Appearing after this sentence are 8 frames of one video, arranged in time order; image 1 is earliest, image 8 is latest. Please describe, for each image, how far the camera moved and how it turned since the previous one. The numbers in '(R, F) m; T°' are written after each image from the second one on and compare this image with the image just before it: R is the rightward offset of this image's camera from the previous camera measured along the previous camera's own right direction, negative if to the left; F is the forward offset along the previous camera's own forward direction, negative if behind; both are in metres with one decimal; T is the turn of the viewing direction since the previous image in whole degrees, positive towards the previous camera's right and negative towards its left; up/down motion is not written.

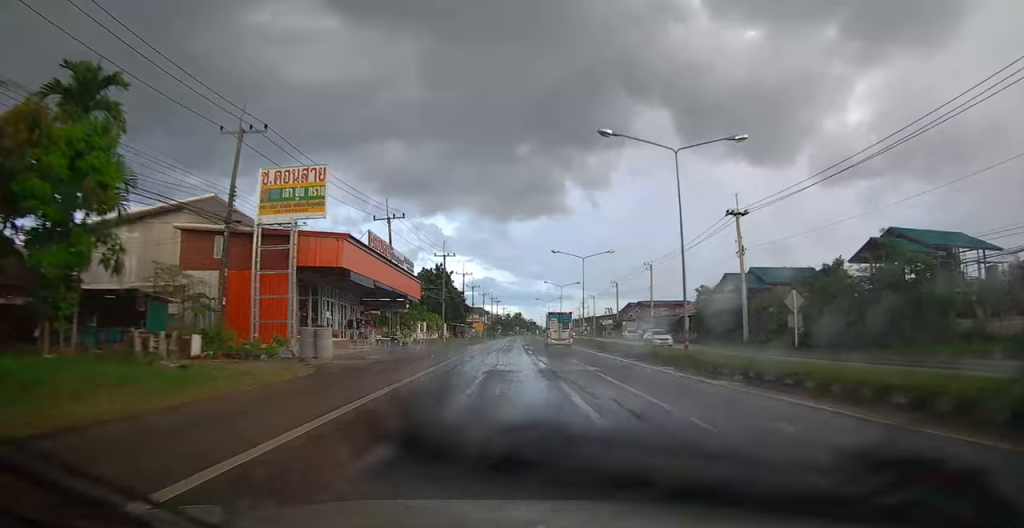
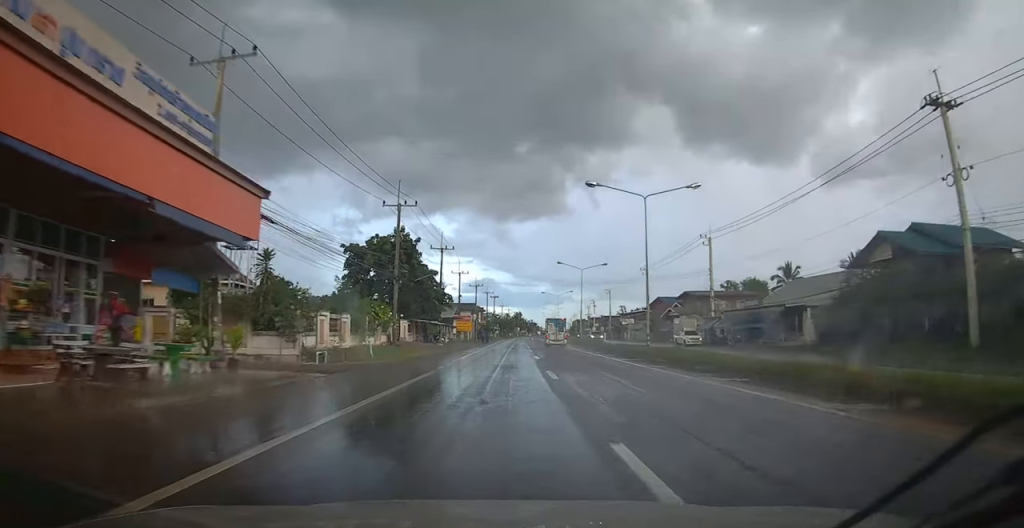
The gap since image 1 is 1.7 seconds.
(+0.4, +27.8) m; +2°
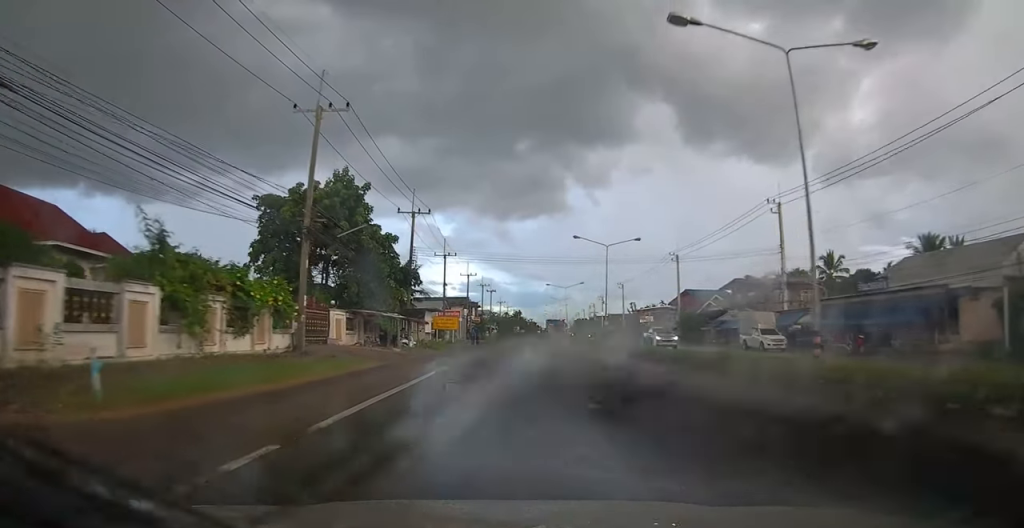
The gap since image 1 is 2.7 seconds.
(0.0, +18.0) m; 0°
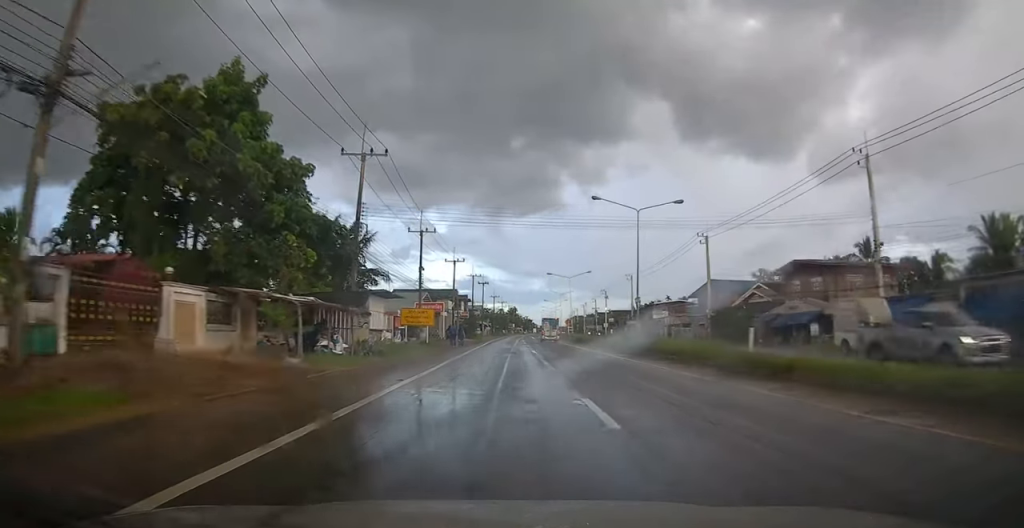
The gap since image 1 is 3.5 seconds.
(-0.1, +14.0) m; -1°
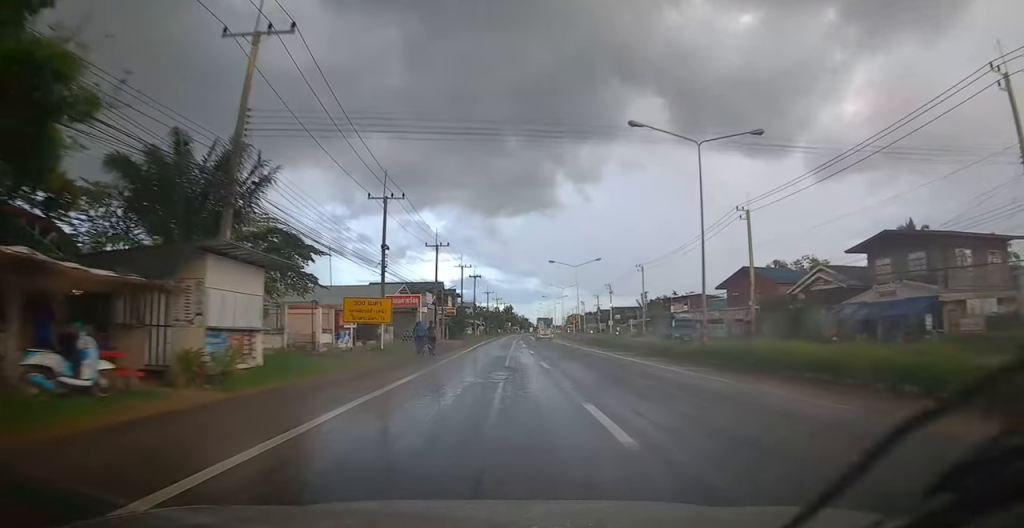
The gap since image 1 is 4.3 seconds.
(-0.1, +13.2) m; 0°
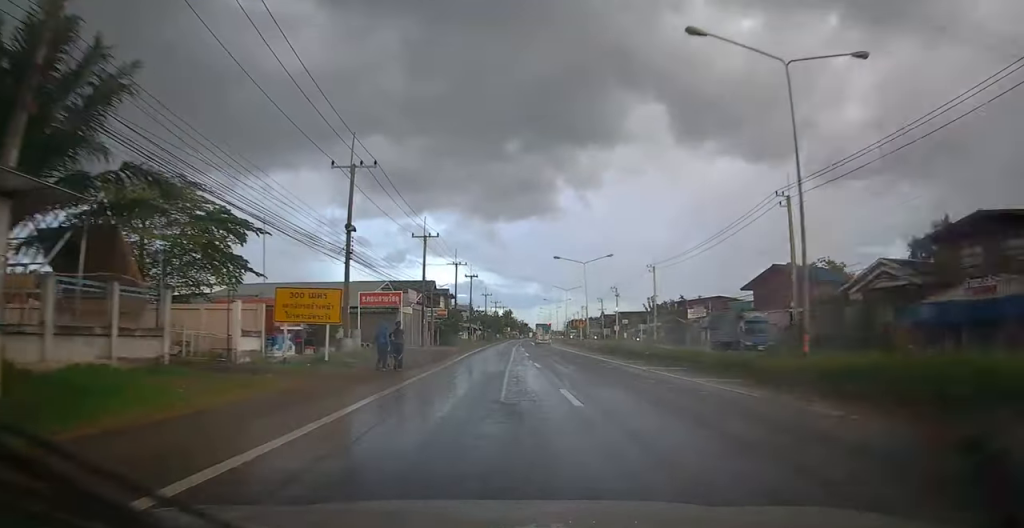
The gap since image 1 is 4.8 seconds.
(0.0, +8.3) m; 0°
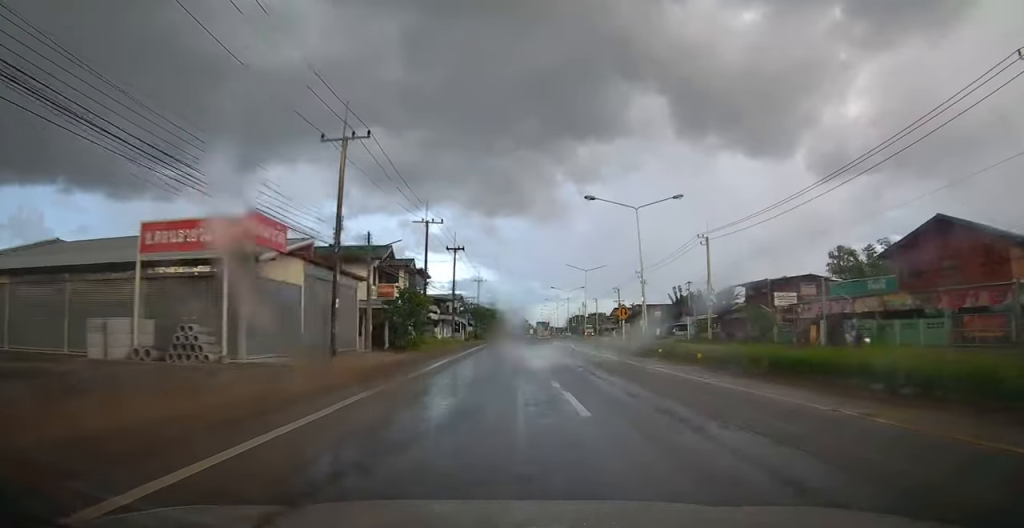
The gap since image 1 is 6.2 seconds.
(+0.1, +25.5) m; 0°
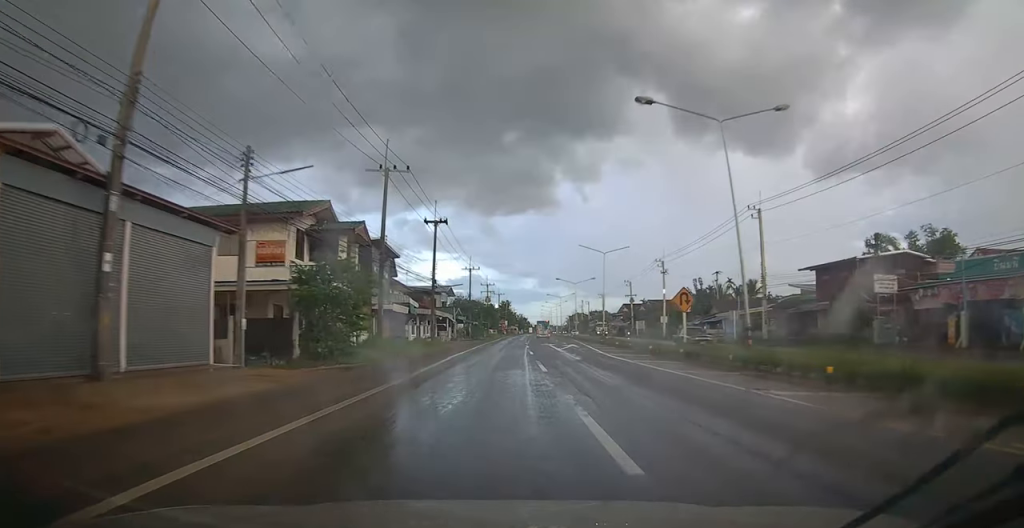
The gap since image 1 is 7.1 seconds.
(-0.1, +15.2) m; 0°
